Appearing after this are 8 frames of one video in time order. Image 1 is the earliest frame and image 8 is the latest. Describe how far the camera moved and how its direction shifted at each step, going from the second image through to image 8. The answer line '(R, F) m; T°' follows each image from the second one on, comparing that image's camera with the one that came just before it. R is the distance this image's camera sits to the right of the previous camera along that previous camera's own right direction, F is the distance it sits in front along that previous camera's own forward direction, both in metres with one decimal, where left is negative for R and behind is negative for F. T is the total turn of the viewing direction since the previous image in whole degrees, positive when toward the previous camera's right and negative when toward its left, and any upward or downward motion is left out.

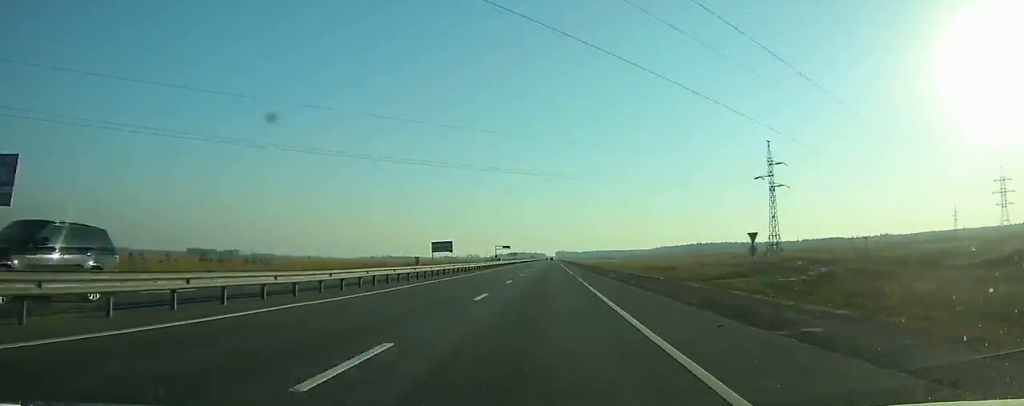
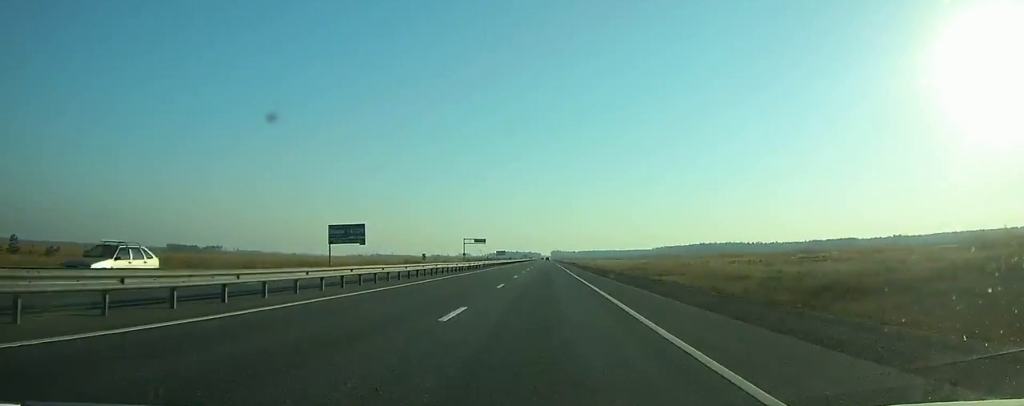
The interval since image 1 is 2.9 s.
(-0.2, +78.1) m; 0°
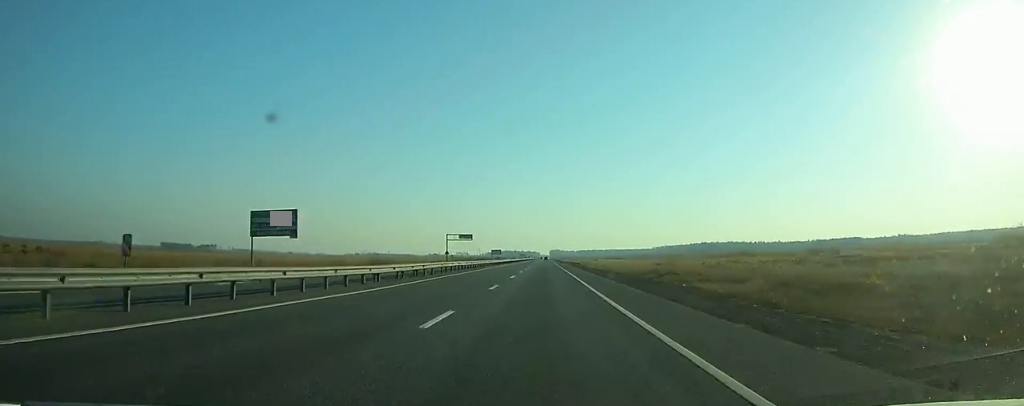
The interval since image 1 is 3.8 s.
(0.0, +25.2) m; 0°
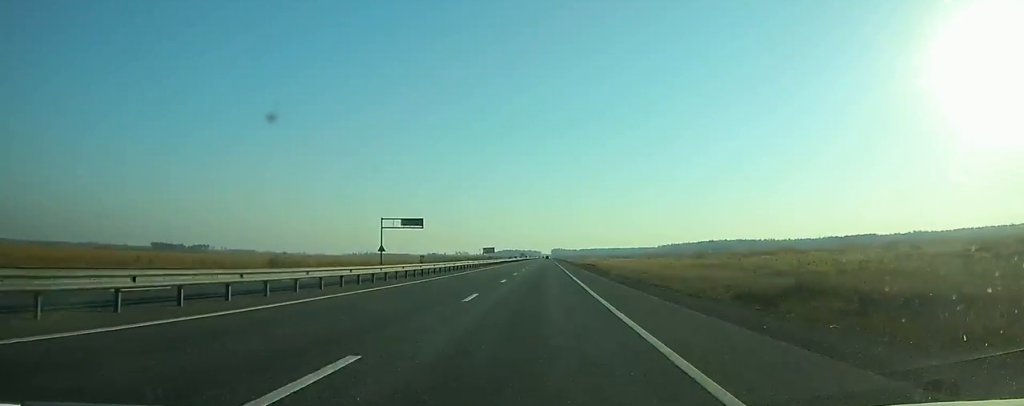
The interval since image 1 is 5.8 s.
(0.0, +53.9) m; 0°
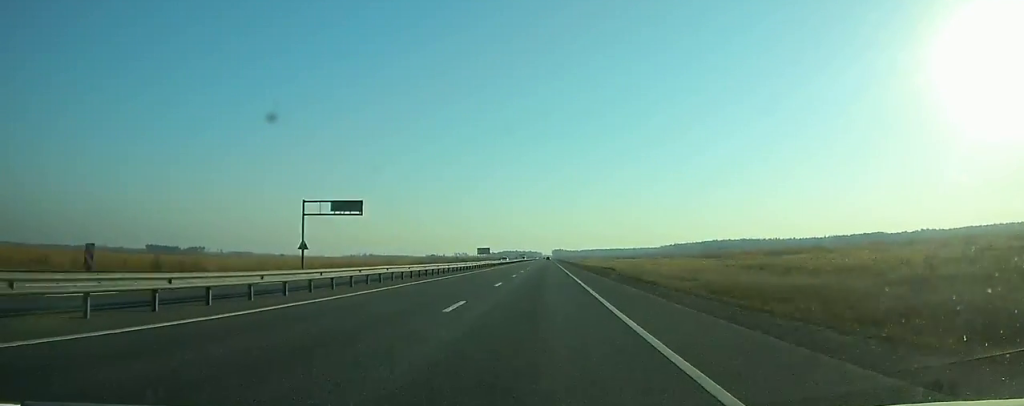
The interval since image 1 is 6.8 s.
(0.0, +26.8) m; 0°
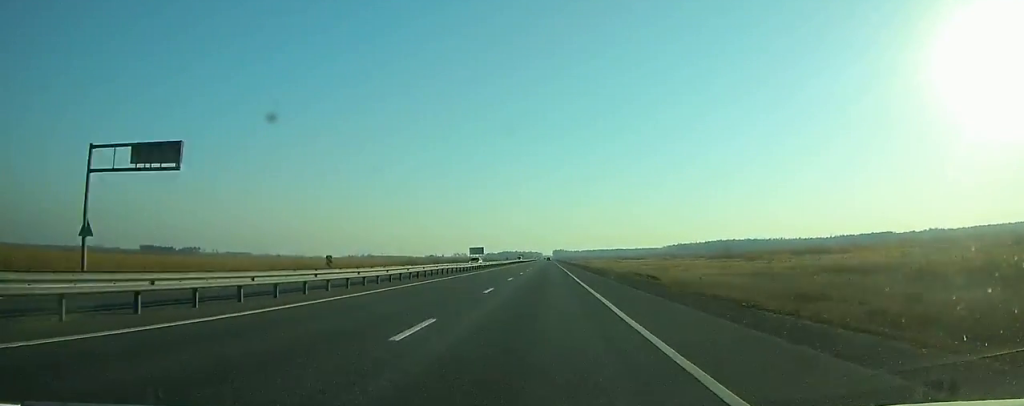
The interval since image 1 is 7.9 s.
(0.0, +28.5) m; 0°
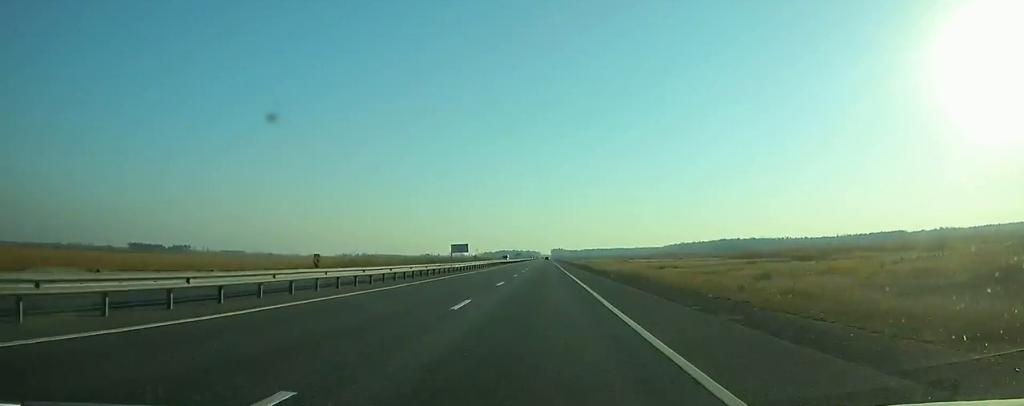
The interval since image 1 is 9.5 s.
(-0.1, +42.8) m; 0°
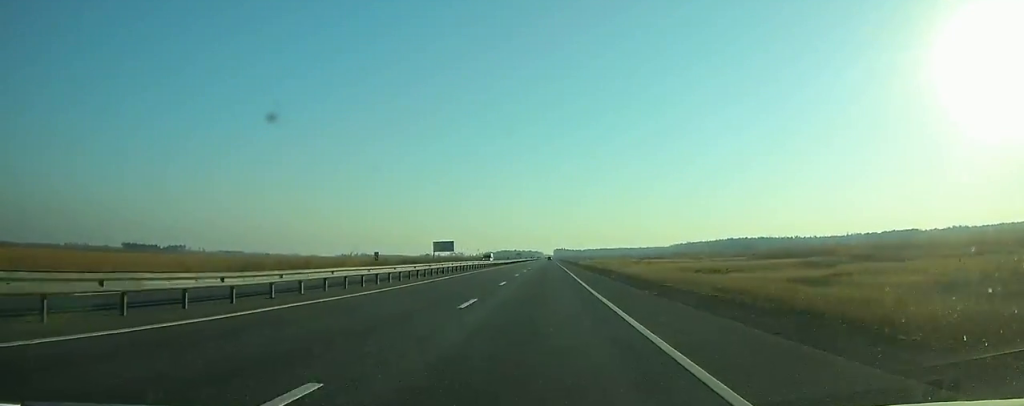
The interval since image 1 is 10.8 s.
(-0.1, +35.5) m; 0°
